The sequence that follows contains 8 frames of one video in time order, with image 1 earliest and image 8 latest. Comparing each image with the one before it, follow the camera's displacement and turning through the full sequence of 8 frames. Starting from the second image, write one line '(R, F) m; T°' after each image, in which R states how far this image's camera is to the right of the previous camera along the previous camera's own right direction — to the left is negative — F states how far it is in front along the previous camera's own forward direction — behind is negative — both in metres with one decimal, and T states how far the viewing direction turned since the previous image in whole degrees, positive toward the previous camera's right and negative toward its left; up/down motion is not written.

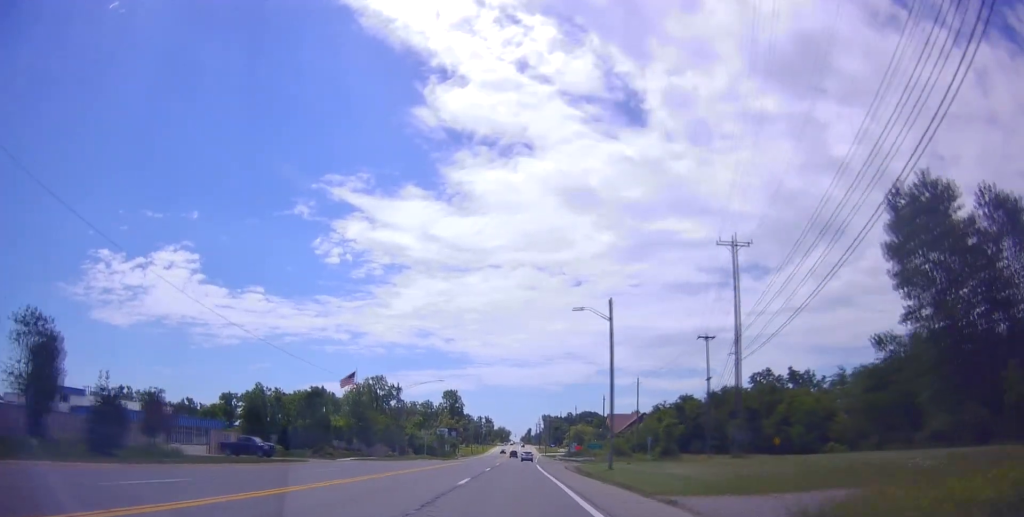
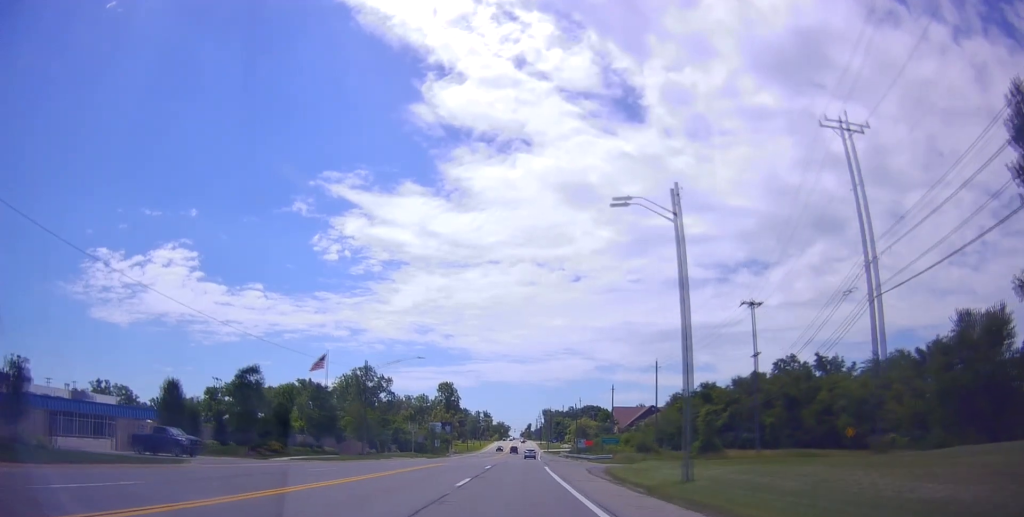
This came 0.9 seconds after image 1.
(-0.1, +16.7) m; -1°
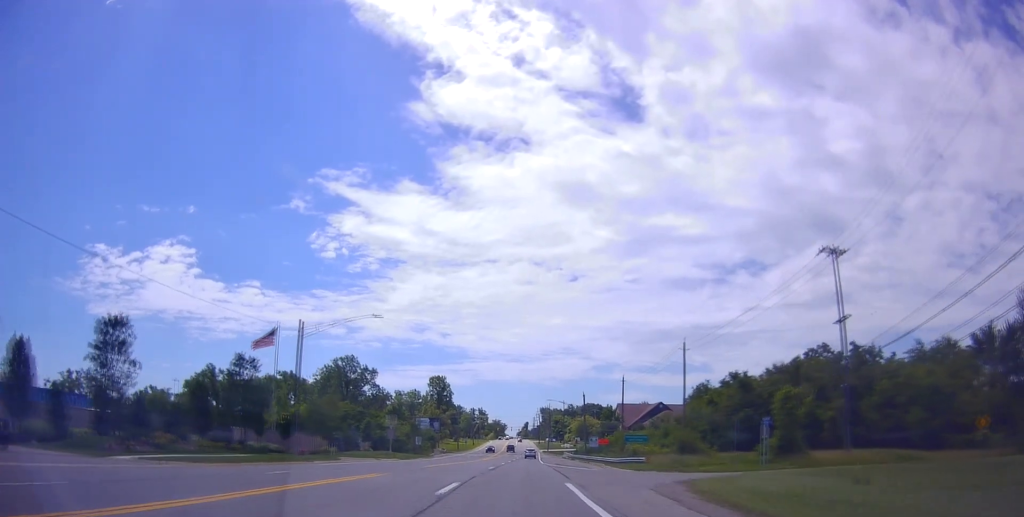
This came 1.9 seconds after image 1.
(-0.2, +19.0) m; 0°
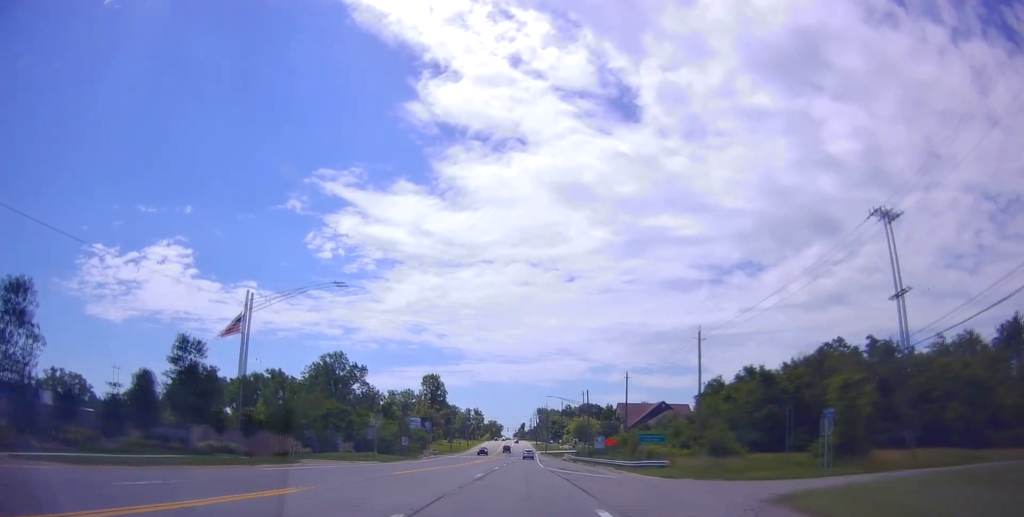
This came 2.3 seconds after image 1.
(+0.1, +8.7) m; +1°
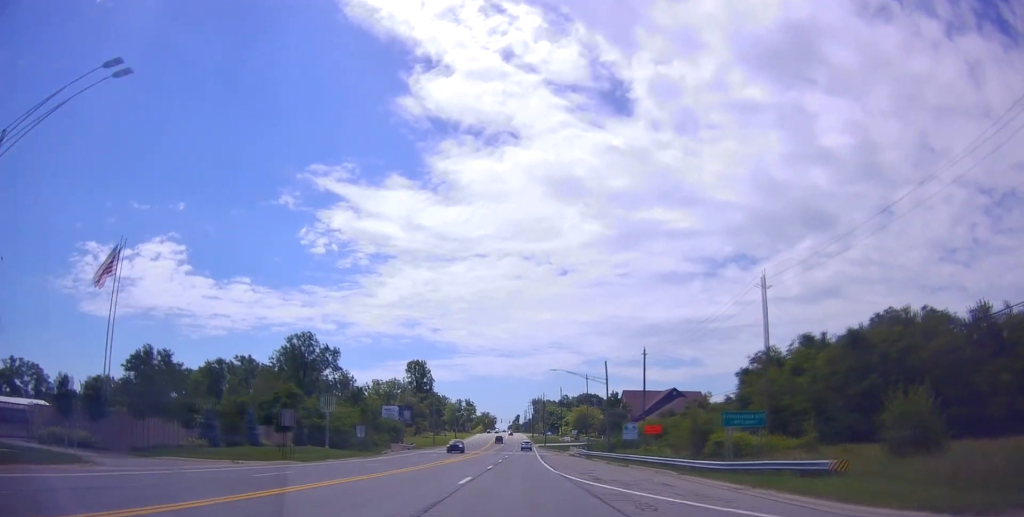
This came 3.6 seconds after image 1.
(+0.1, +23.0) m; 0°
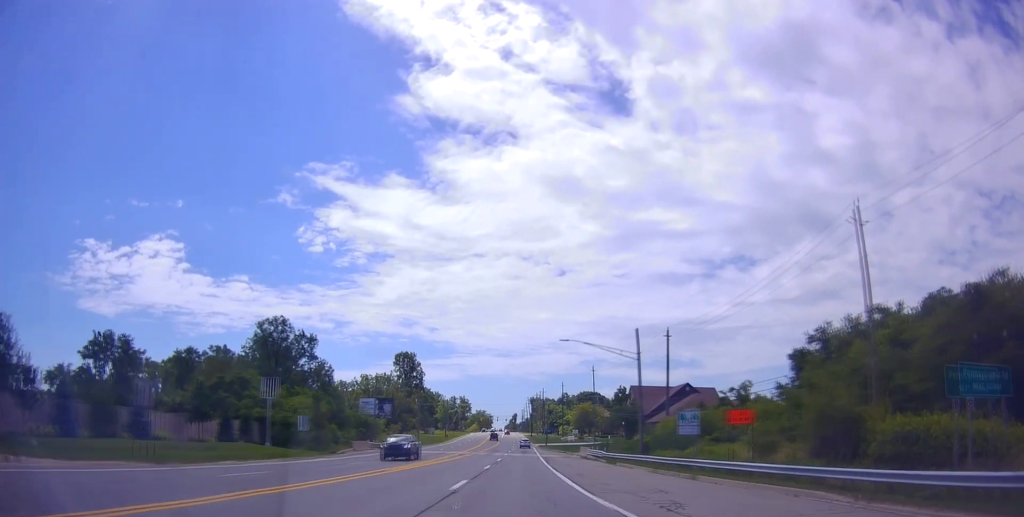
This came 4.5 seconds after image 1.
(0.0, +18.1) m; 0°
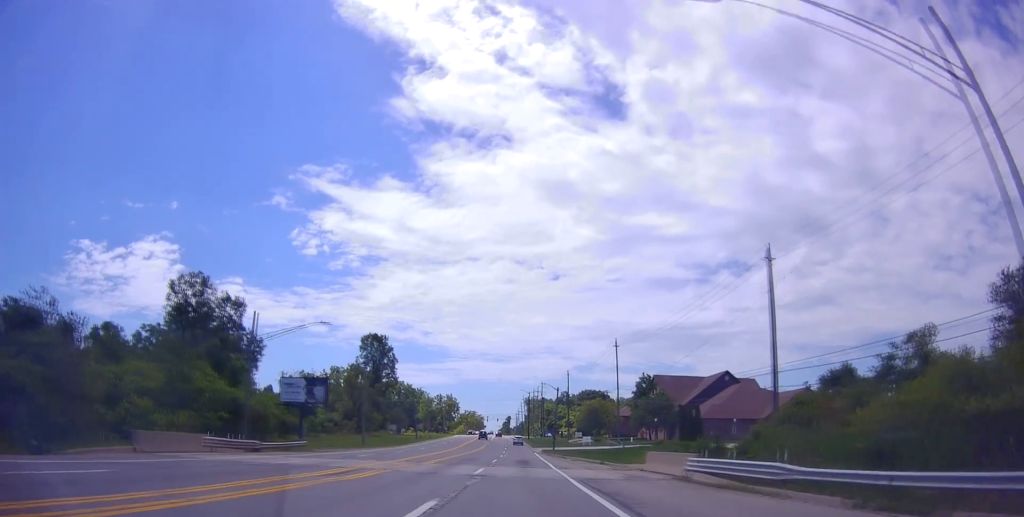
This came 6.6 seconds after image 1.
(0.0, +39.0) m; 0°
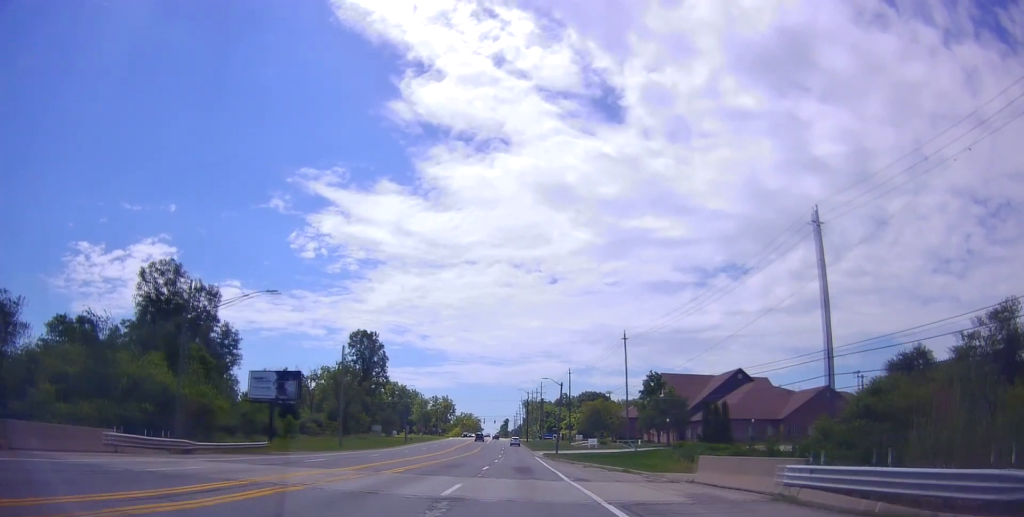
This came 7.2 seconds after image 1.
(0.0, +9.8) m; 0°
